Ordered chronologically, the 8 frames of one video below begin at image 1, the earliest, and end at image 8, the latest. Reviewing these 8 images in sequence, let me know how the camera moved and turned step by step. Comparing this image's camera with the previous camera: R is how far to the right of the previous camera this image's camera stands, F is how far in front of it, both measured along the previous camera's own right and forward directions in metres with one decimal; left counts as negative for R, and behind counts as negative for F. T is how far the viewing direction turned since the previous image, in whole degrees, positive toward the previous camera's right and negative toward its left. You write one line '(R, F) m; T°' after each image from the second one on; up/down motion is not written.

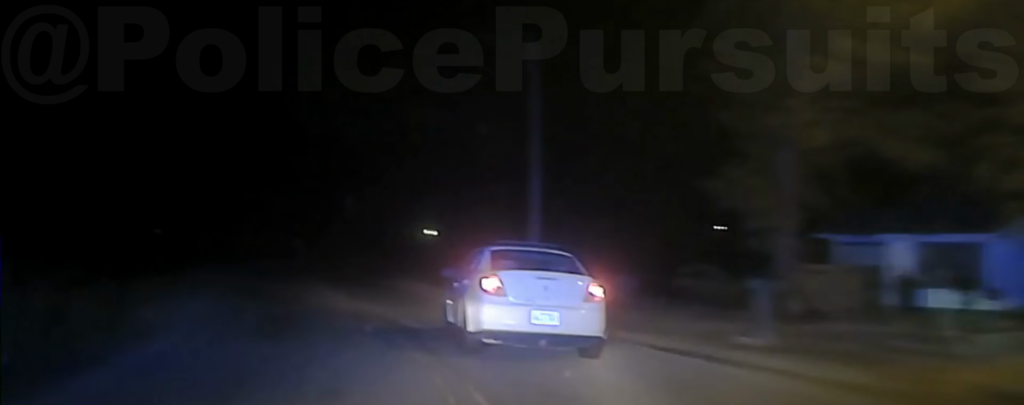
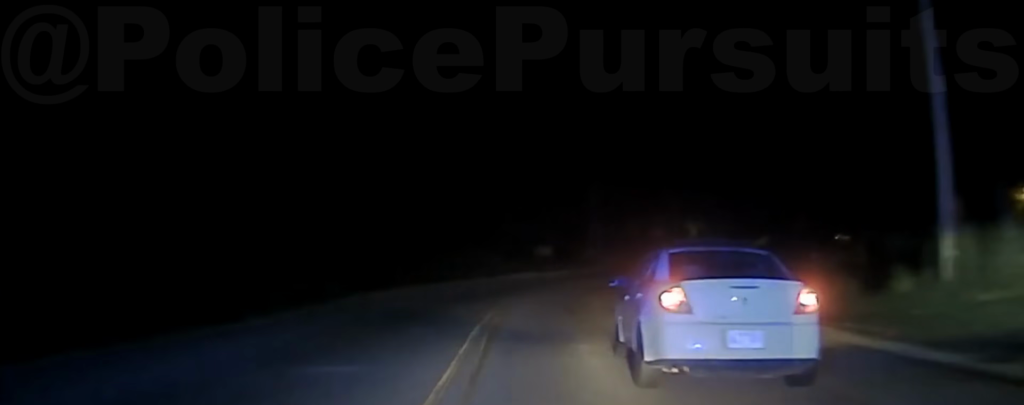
(-3.7, +16.8) m; -22°
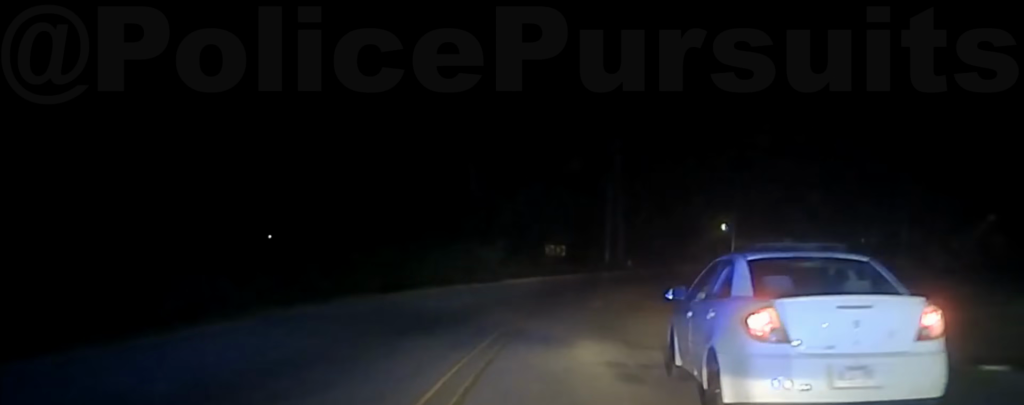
(-1.0, +10.7) m; -4°
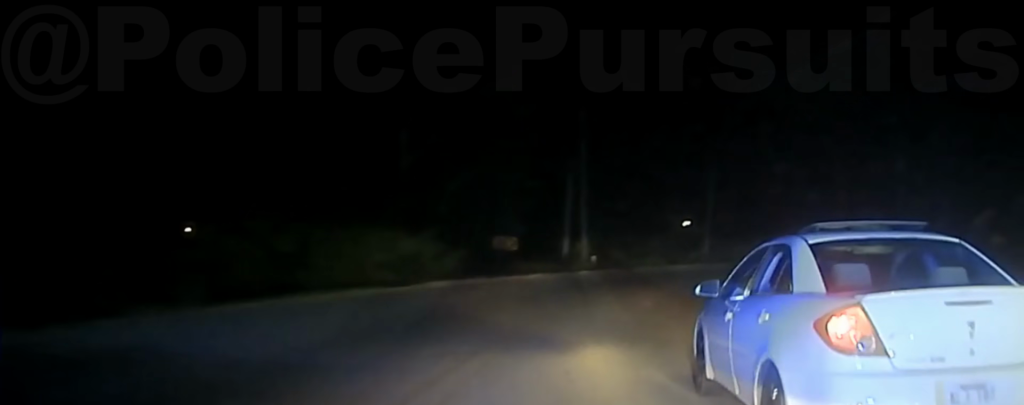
(-0.7, +10.7) m; -2°
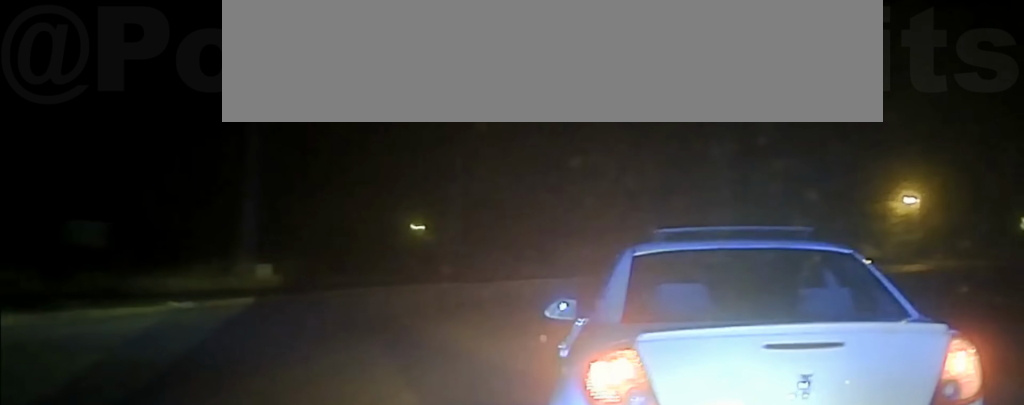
(+2.4, +27.0) m; +13°
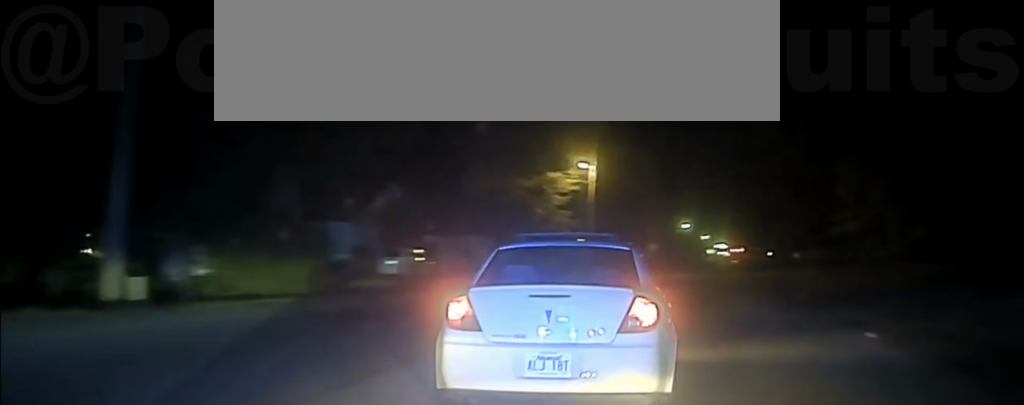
(+12.2, +47.1) m; +31°
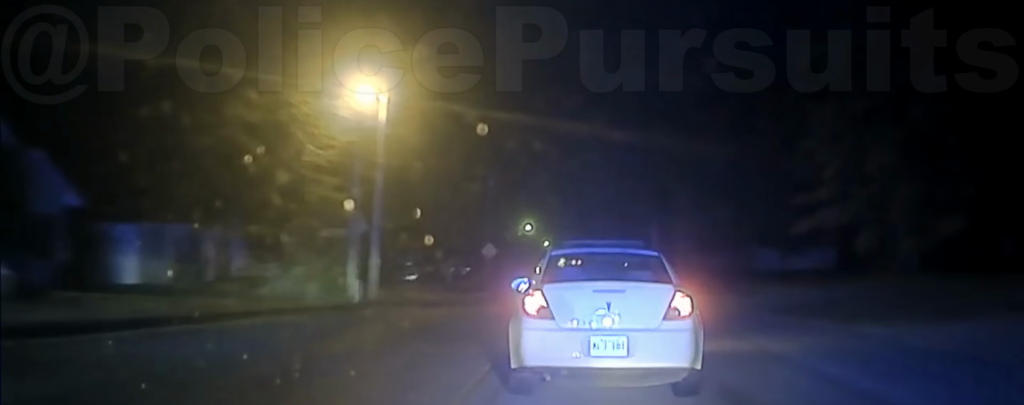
(+2.9, +24.3) m; +11°
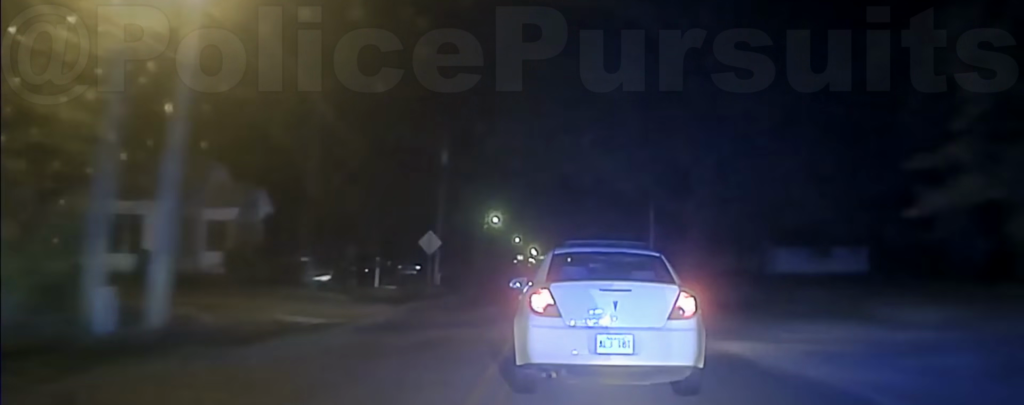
(+0.6, +14.3) m; +3°
